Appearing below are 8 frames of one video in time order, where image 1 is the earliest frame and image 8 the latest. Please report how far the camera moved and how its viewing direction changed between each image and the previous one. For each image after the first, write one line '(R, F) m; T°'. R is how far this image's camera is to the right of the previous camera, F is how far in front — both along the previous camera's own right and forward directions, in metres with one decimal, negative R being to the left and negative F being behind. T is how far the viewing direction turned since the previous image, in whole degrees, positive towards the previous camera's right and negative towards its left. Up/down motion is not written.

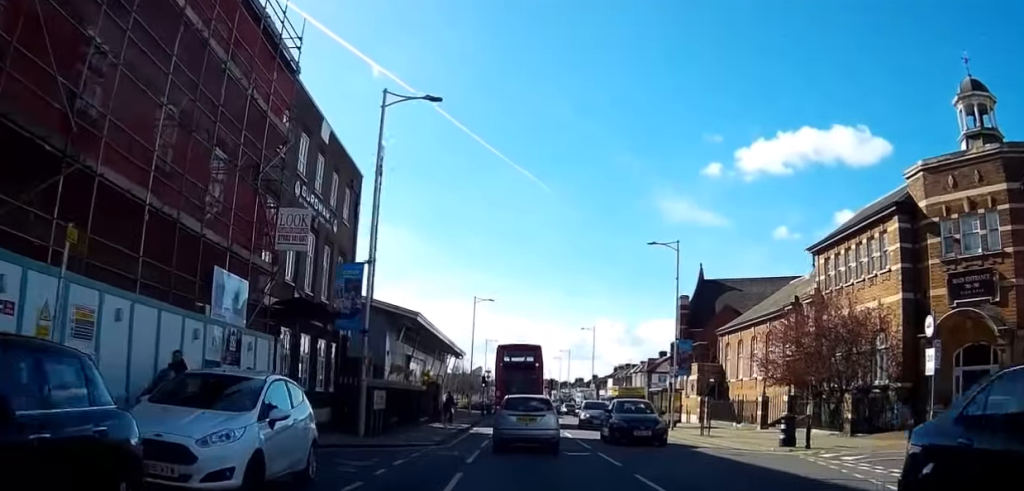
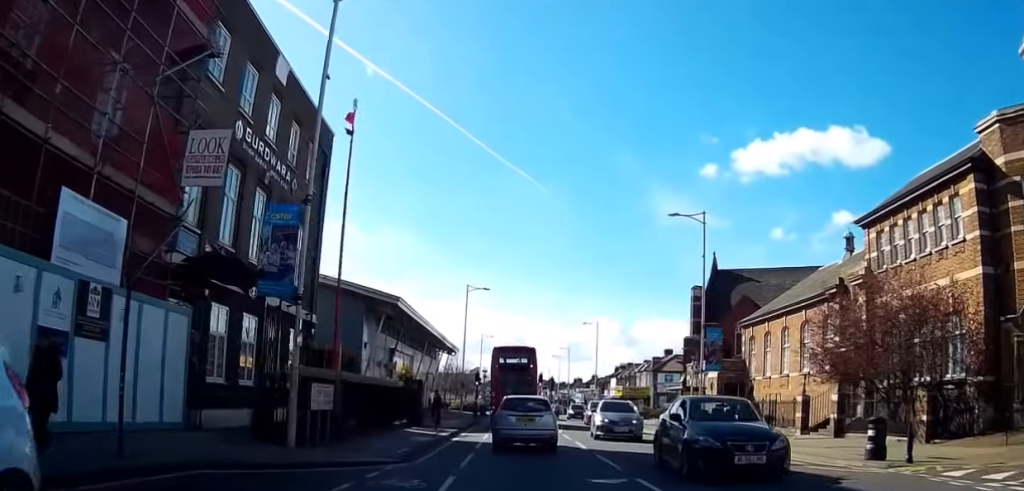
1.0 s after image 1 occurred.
(+0.1, +6.7) m; +2°
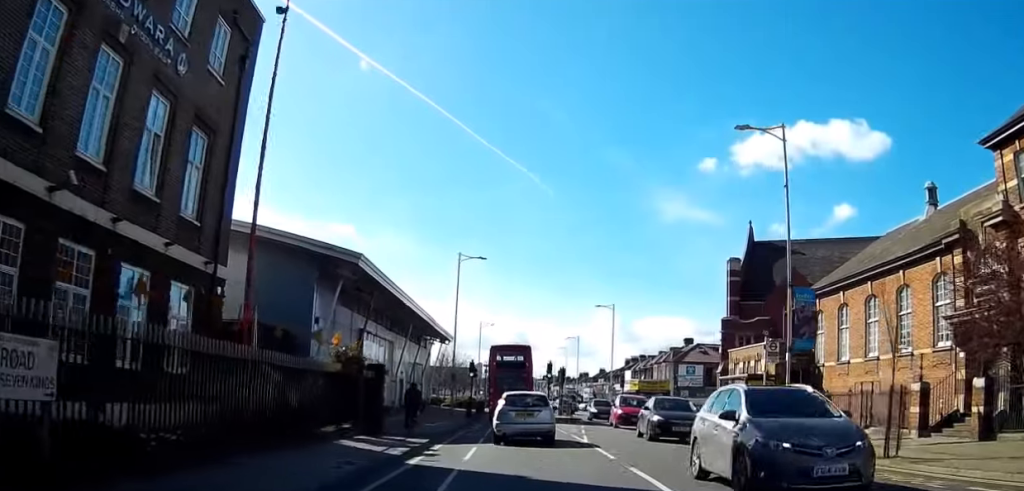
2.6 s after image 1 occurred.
(+0.3, +11.2) m; +2°
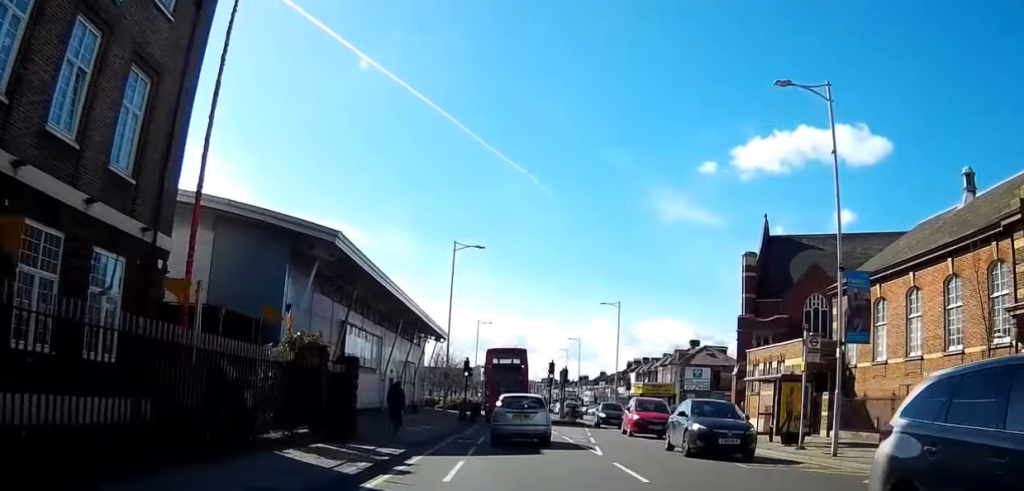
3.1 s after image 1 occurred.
(0.0, +4.1) m; 0°
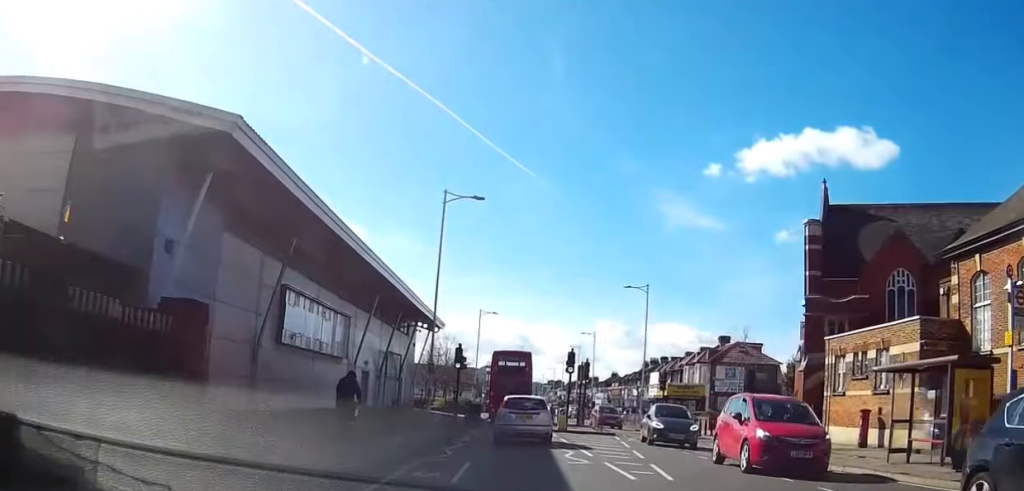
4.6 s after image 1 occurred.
(0.0, +11.2) m; 0°
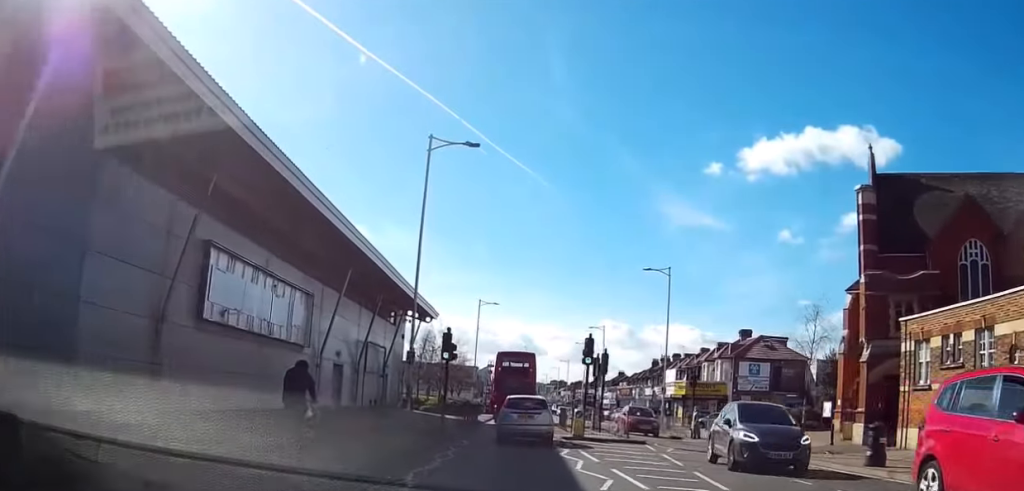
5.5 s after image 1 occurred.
(0.0, +7.3) m; 0°
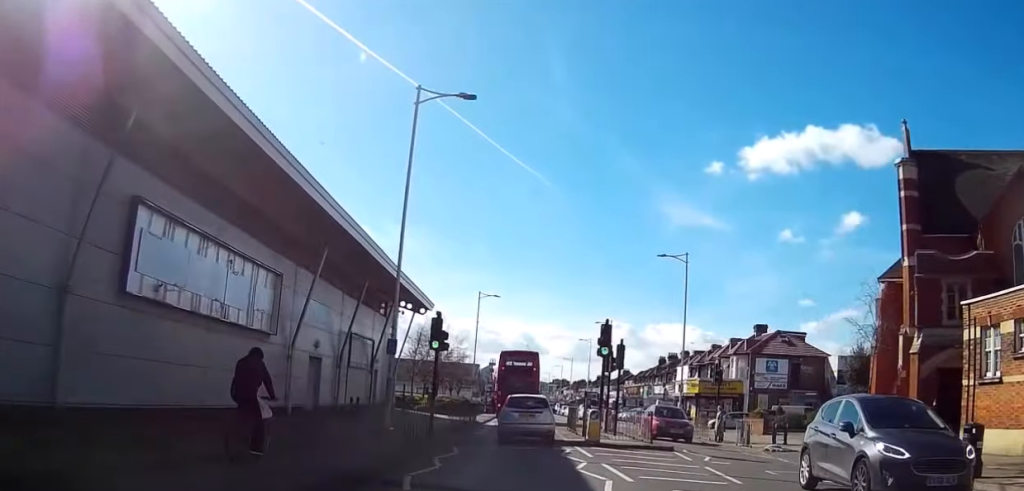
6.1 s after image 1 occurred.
(0.0, +4.7) m; 0°
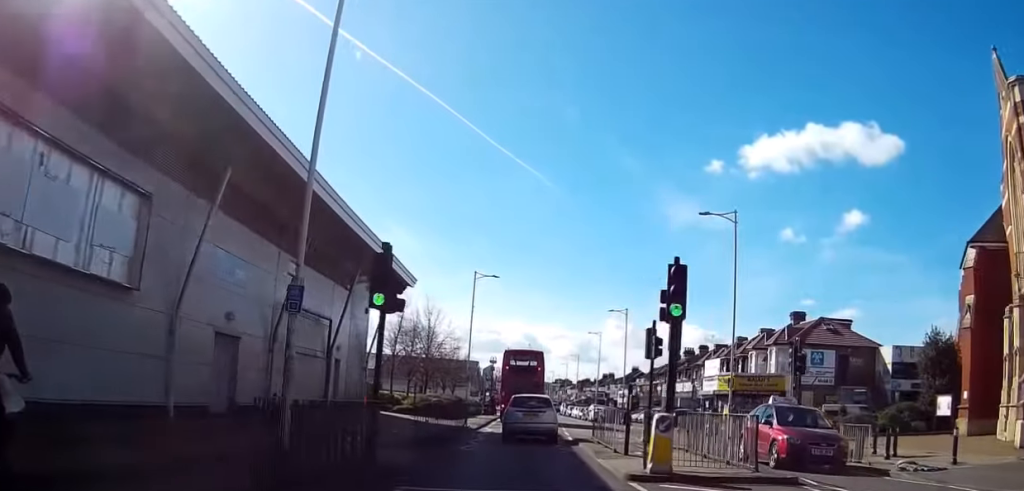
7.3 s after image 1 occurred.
(0.0, +10.0) m; -3°
